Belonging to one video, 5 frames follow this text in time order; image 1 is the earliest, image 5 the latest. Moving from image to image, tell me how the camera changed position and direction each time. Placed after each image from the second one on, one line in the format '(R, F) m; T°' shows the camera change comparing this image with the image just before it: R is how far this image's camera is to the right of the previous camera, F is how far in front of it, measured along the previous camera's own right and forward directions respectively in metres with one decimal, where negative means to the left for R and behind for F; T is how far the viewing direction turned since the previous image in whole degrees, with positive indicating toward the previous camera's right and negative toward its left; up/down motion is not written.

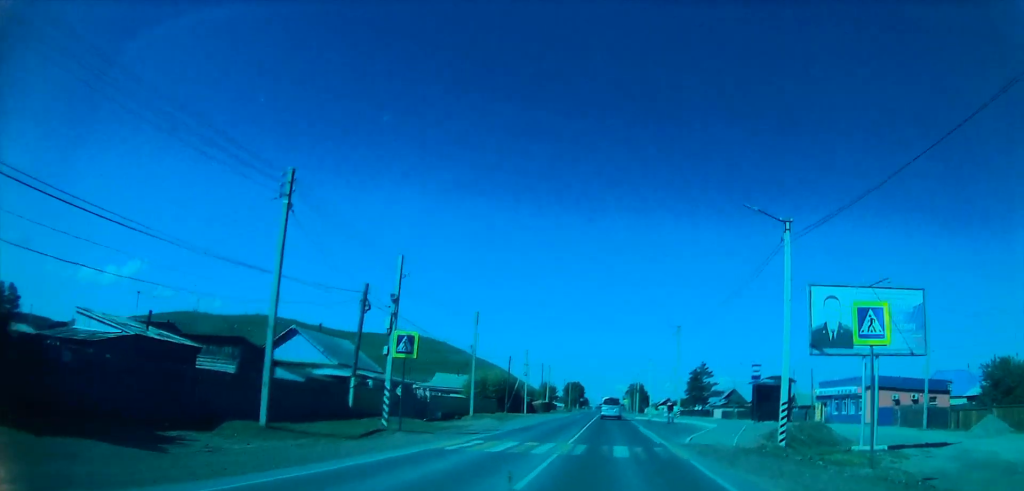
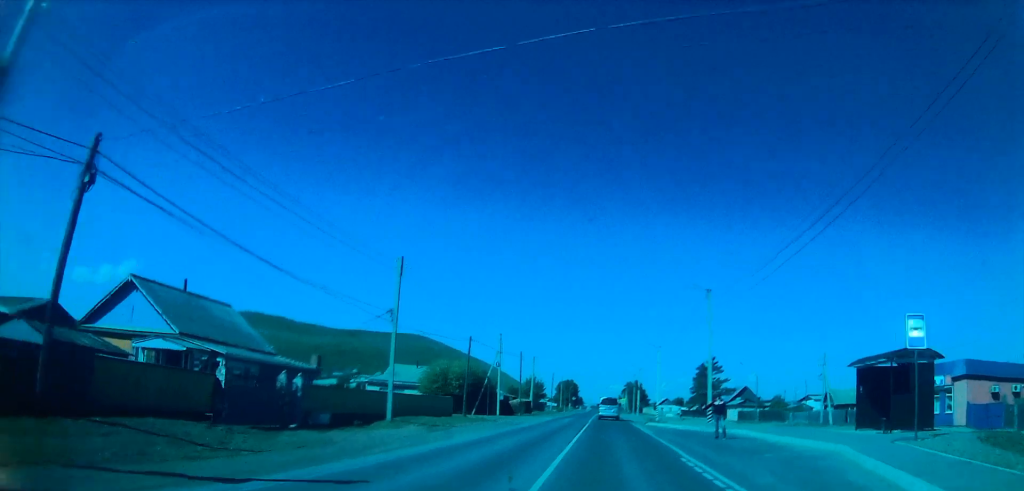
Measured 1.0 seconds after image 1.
(-0.3, +19.7) m; -1°
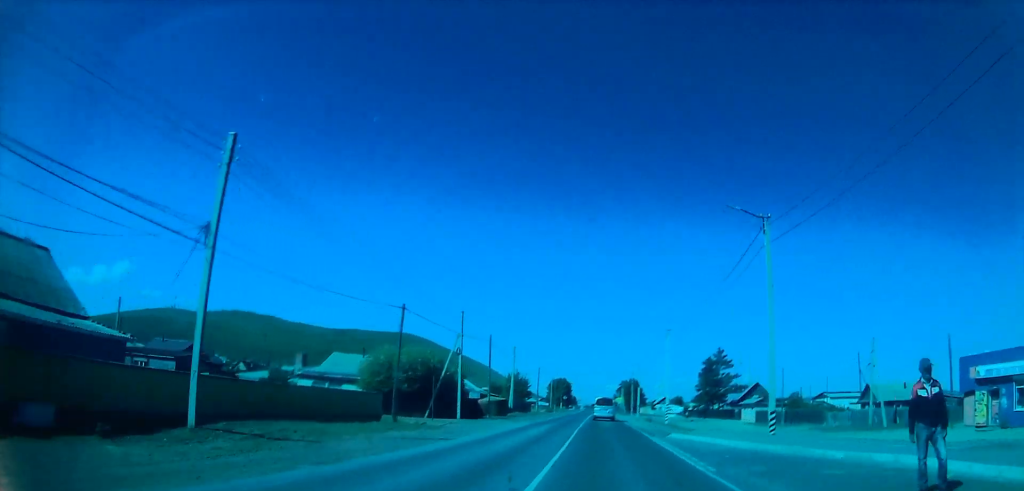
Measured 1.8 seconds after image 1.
(0.0, +16.5) m; +1°
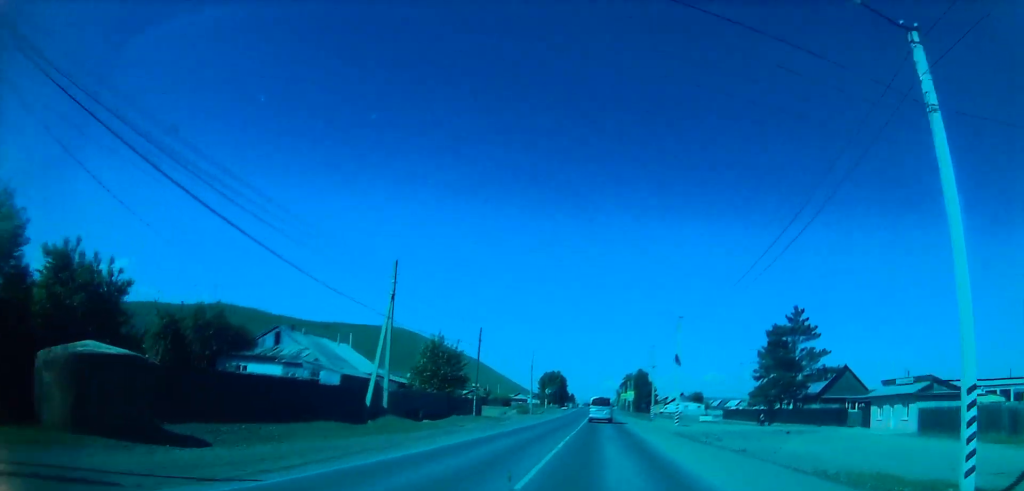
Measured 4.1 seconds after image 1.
(-0.1, +50.9) m; -2°
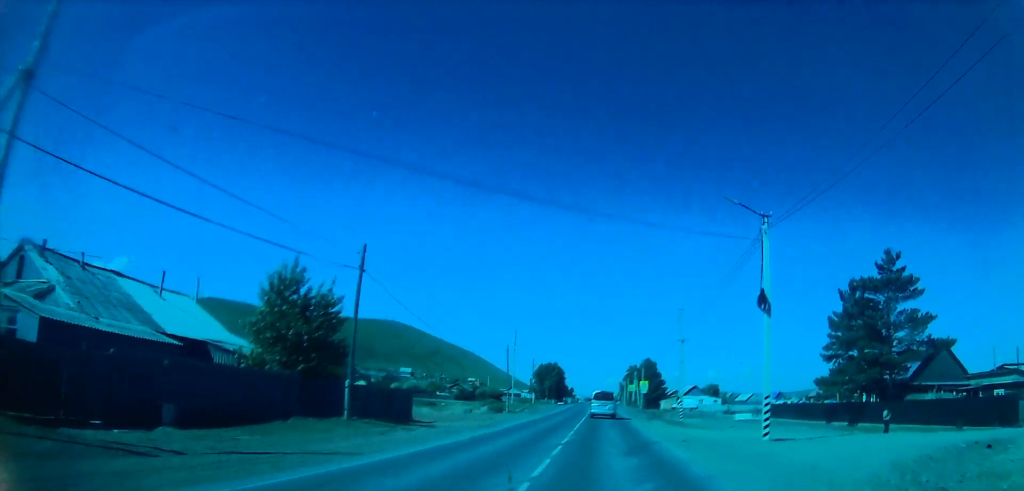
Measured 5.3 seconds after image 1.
(-0.1, +25.9) m; +3°
